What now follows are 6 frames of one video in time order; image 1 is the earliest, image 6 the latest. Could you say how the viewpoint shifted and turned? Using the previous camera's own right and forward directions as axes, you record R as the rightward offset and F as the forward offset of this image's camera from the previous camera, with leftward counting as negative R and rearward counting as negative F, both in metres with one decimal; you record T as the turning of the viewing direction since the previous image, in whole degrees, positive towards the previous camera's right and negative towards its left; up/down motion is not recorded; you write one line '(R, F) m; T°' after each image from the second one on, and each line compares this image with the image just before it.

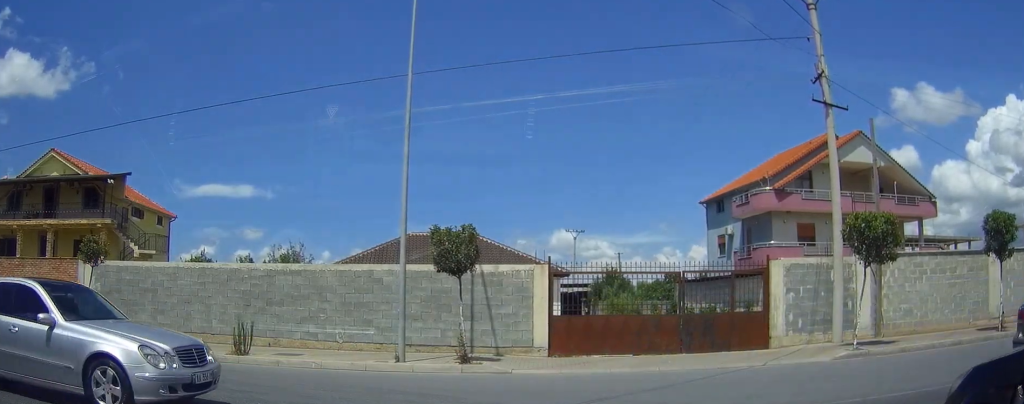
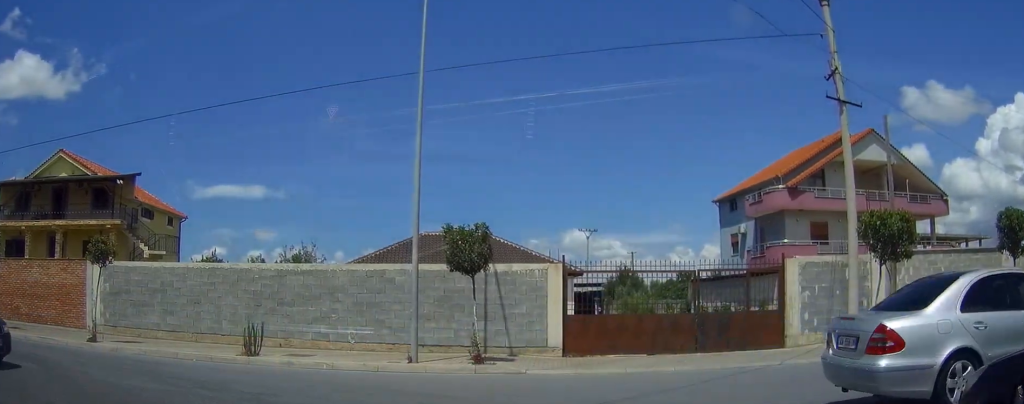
(+0.1, +0.2) m; 0°
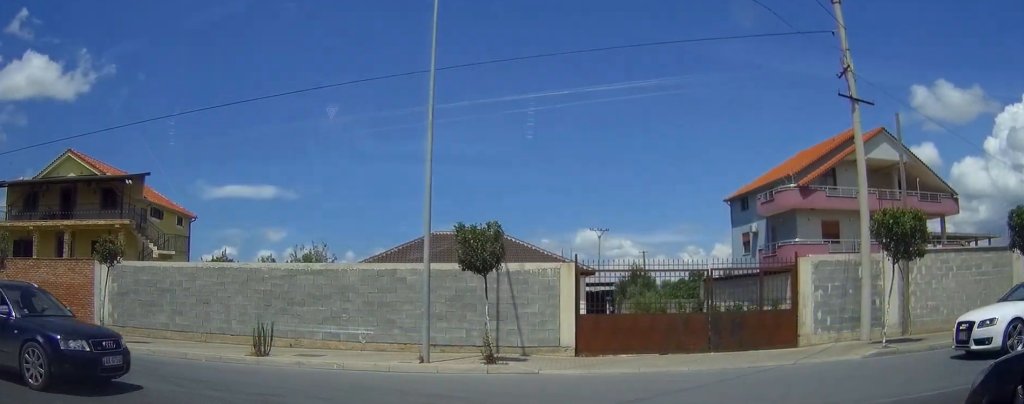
(0.0, 0.0) m; 0°
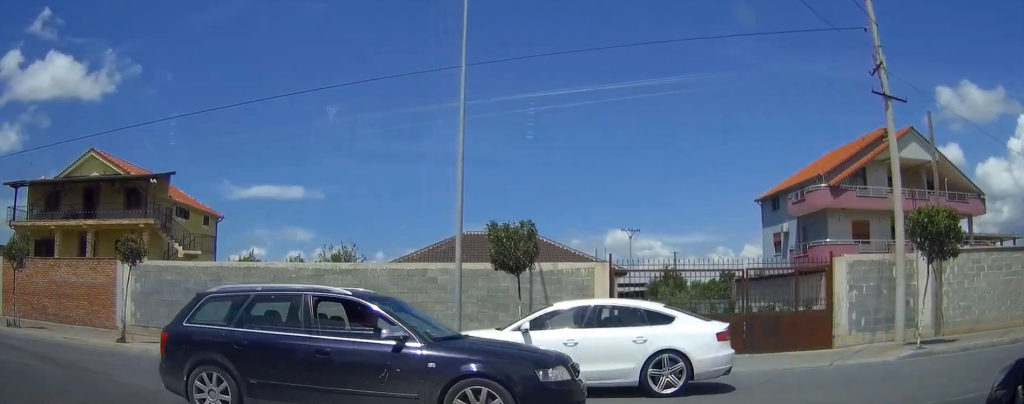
(-0.1, +0.2) m; 0°
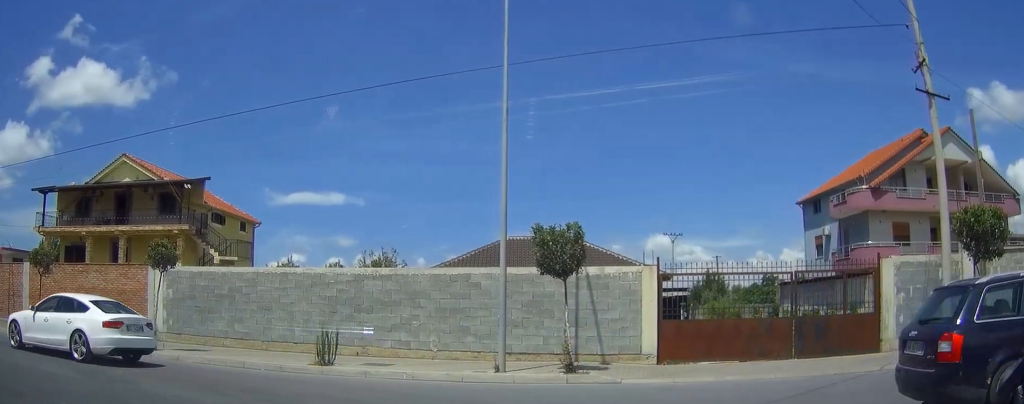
(0.0, +0.3) m; 0°
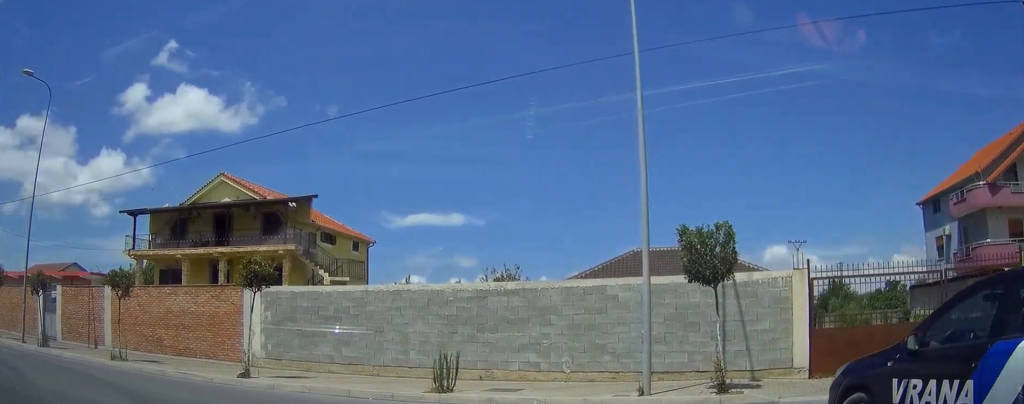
(0.0, +0.8) m; 0°
